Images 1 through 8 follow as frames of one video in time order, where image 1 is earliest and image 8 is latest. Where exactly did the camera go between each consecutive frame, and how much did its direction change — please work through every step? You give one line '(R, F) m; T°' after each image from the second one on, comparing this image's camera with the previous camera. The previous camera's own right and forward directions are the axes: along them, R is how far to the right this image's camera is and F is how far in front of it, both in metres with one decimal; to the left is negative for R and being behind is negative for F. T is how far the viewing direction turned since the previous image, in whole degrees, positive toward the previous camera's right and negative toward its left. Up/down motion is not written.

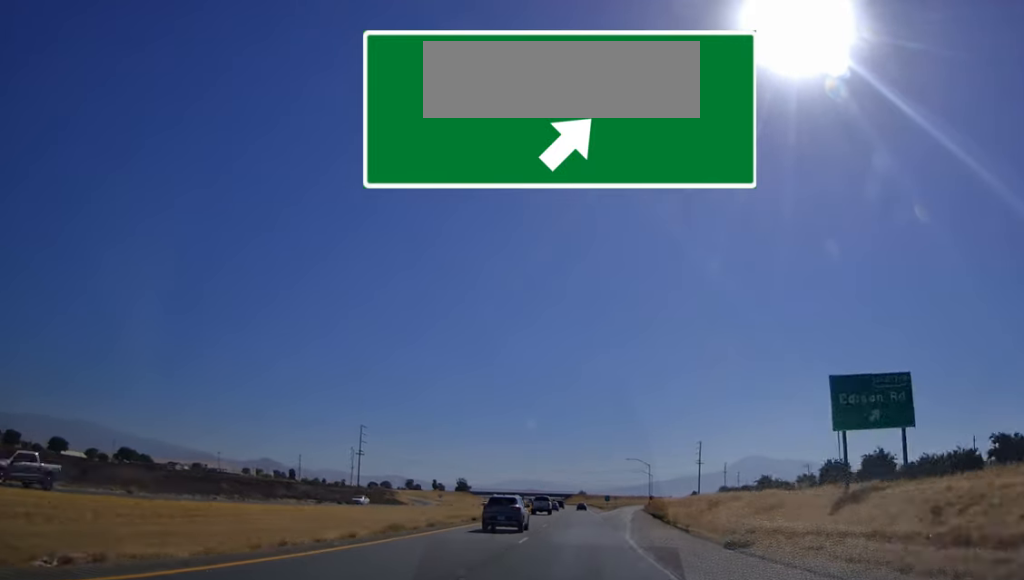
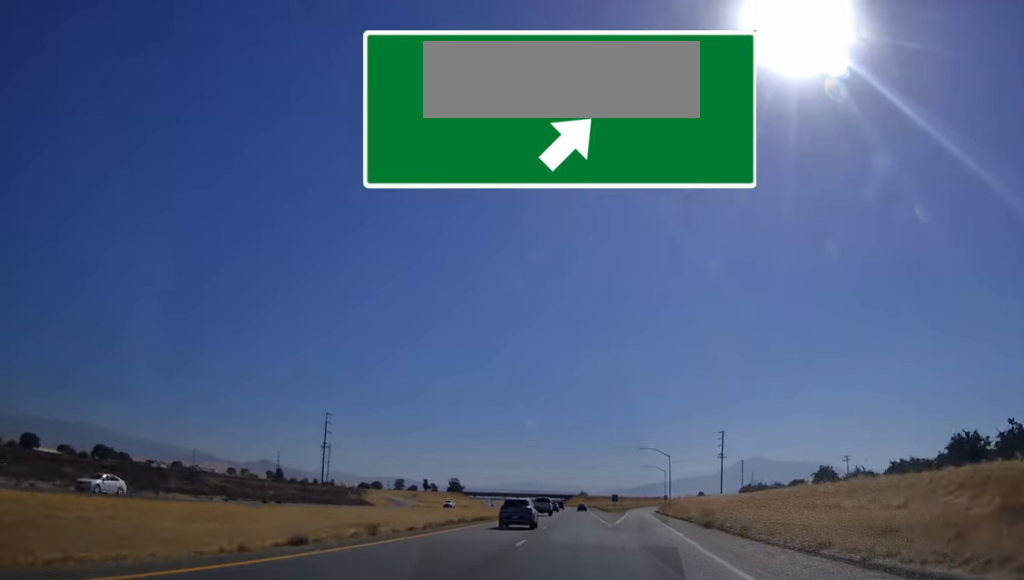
(0.0, +28.5) m; 0°
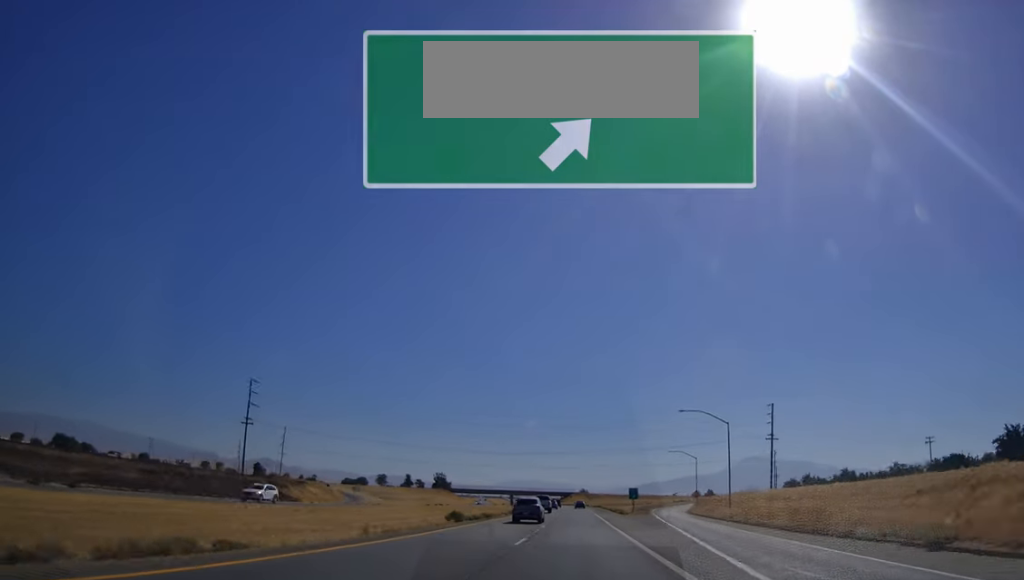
(+0.1, +37.9) m; 0°
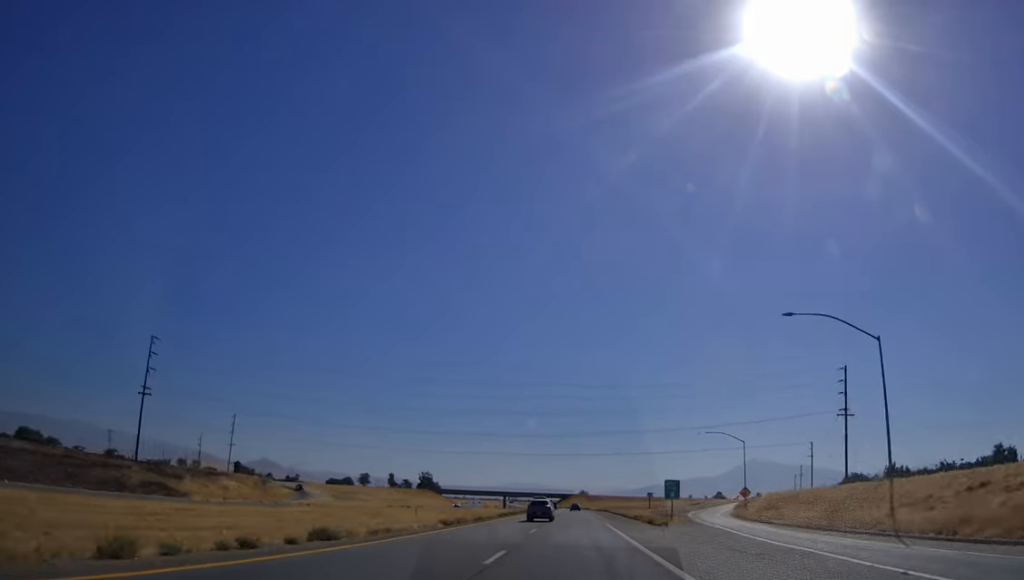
(0.0, +31.5) m; 0°
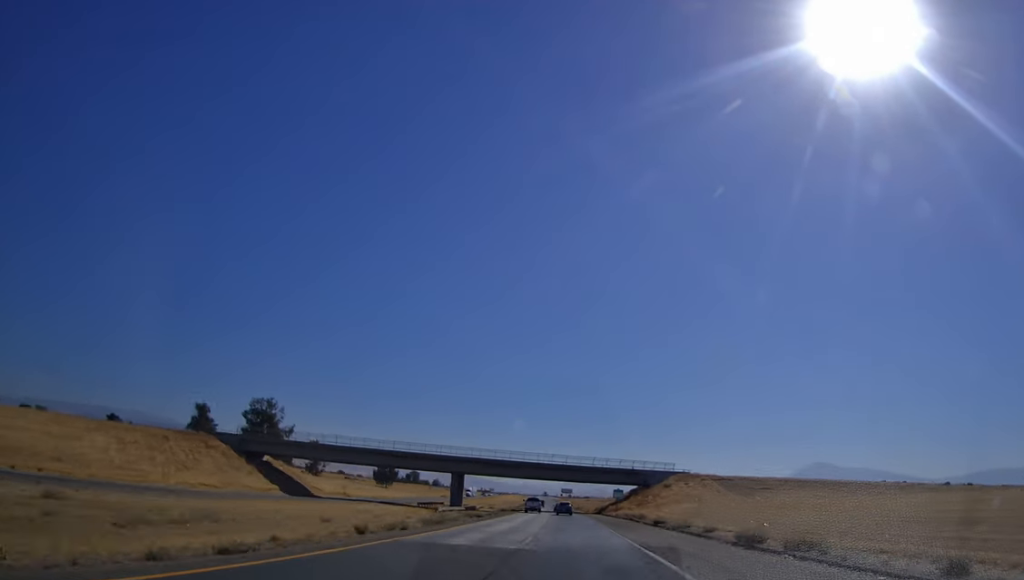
(-6.3, +229.7) m; -5°
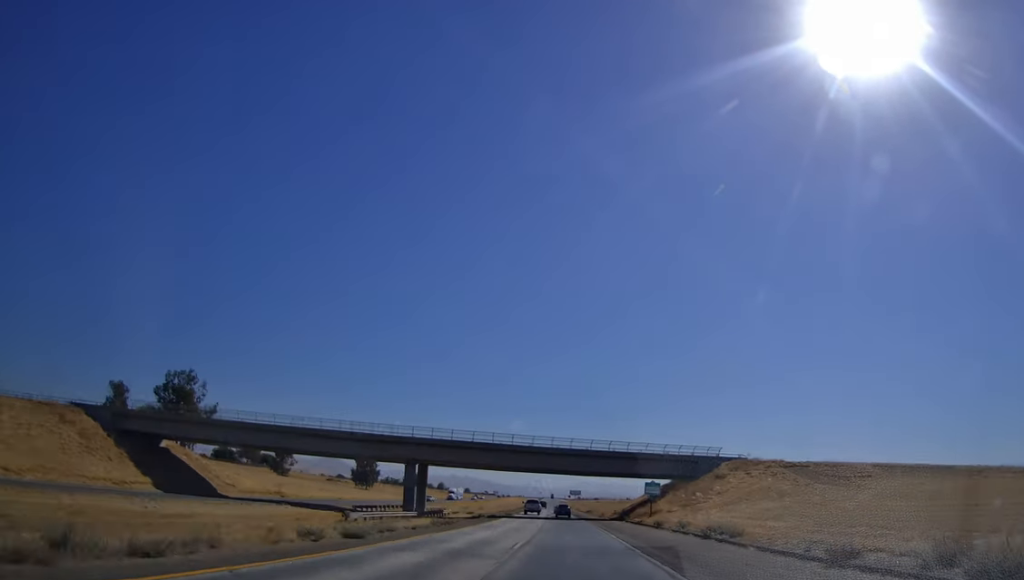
(-0.3, +36.6) m; -1°
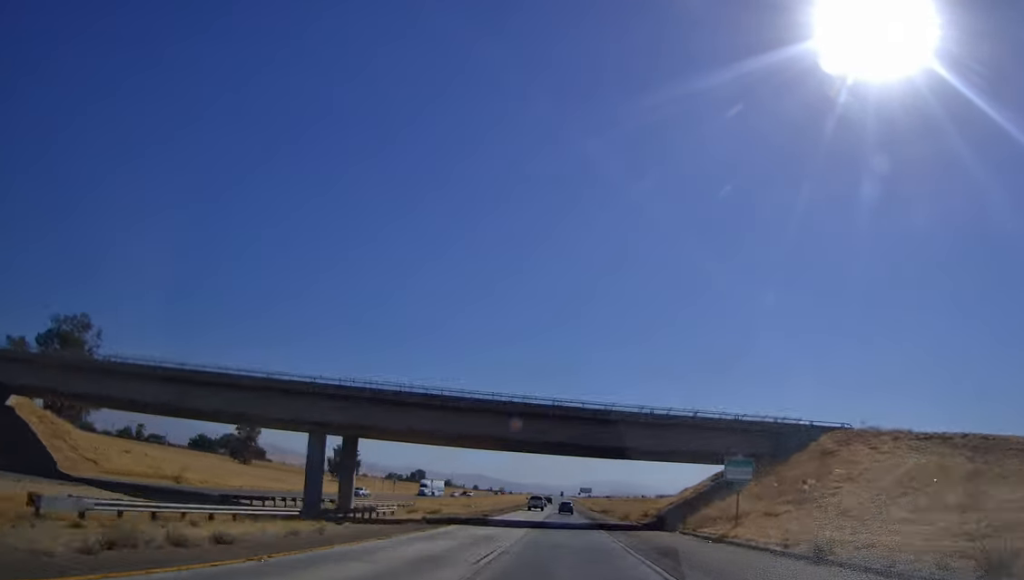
(-0.1, +31.5) m; -1°
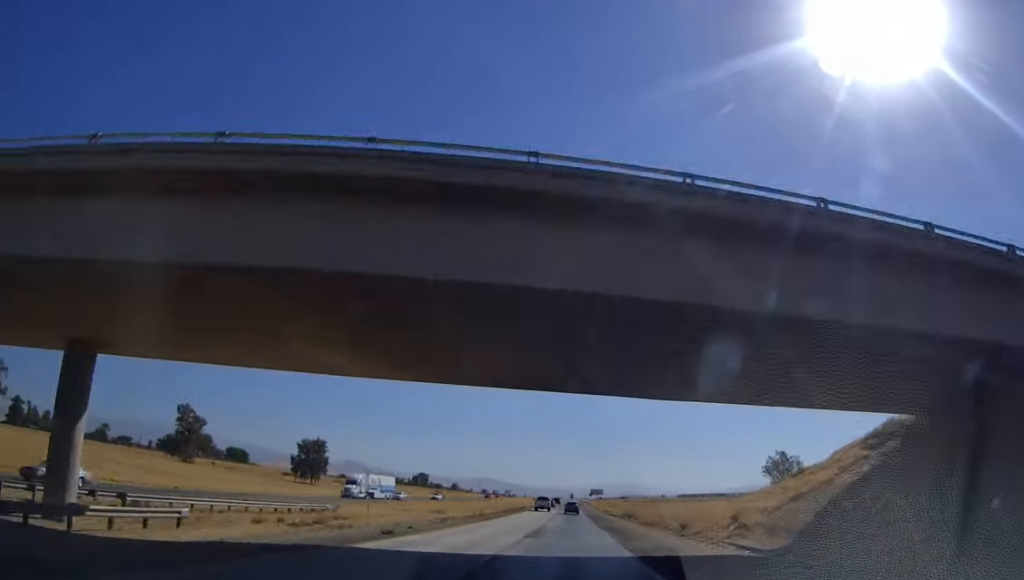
(-0.5, +32.2) m; -1°
